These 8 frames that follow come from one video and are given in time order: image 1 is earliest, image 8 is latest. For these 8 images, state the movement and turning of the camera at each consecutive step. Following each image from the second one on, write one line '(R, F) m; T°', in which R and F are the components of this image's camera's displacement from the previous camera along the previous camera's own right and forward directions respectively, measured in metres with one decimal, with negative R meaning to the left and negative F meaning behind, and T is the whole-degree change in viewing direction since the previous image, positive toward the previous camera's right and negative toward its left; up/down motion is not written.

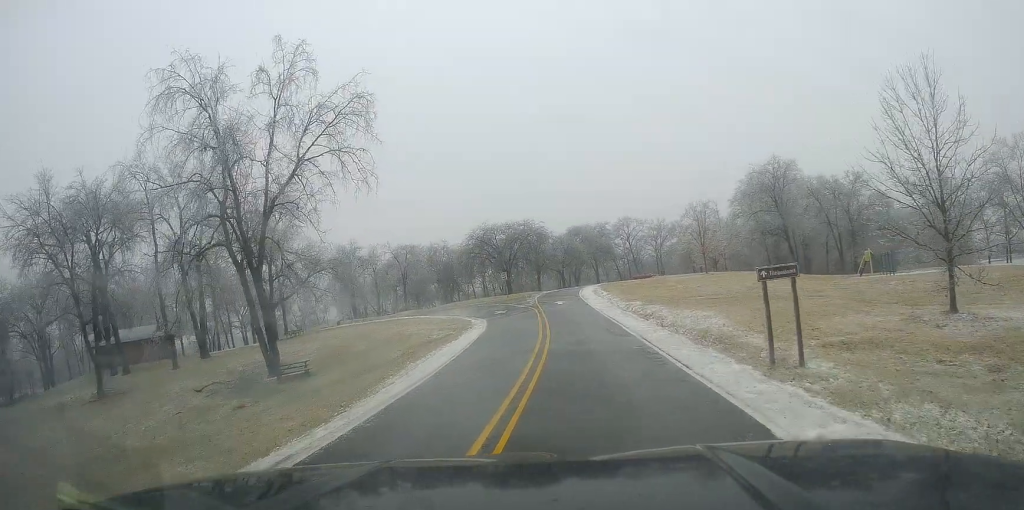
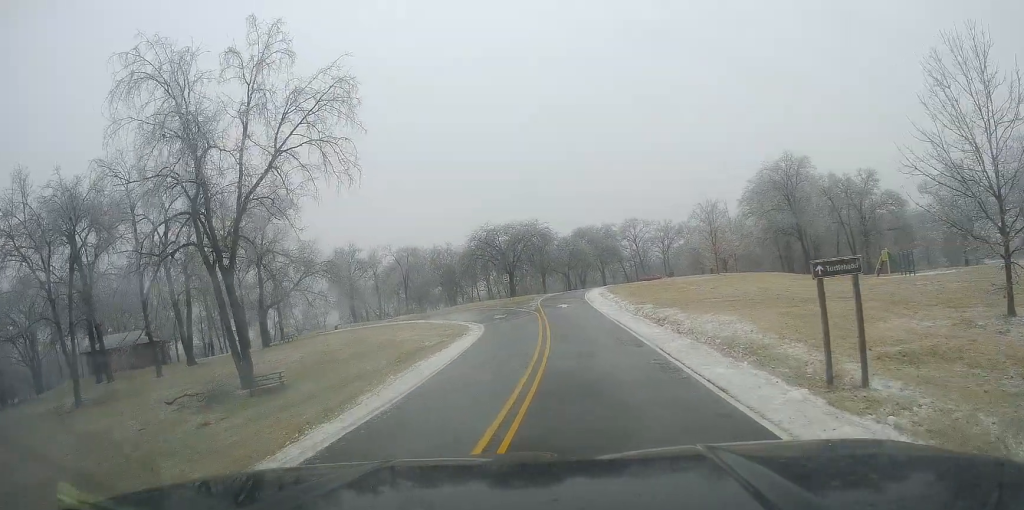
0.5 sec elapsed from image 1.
(0.0, +3.3) m; -1°
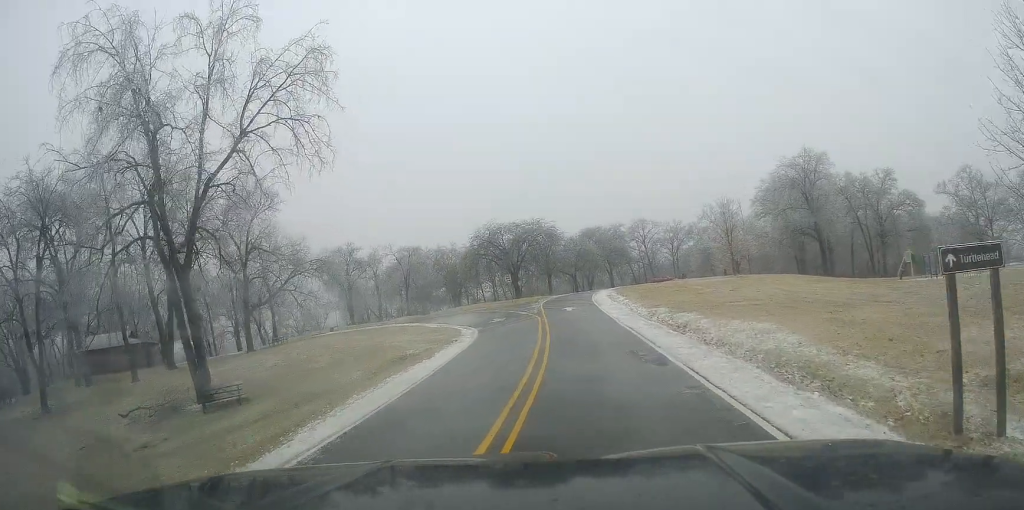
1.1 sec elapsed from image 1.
(+0.1, +4.2) m; -3°
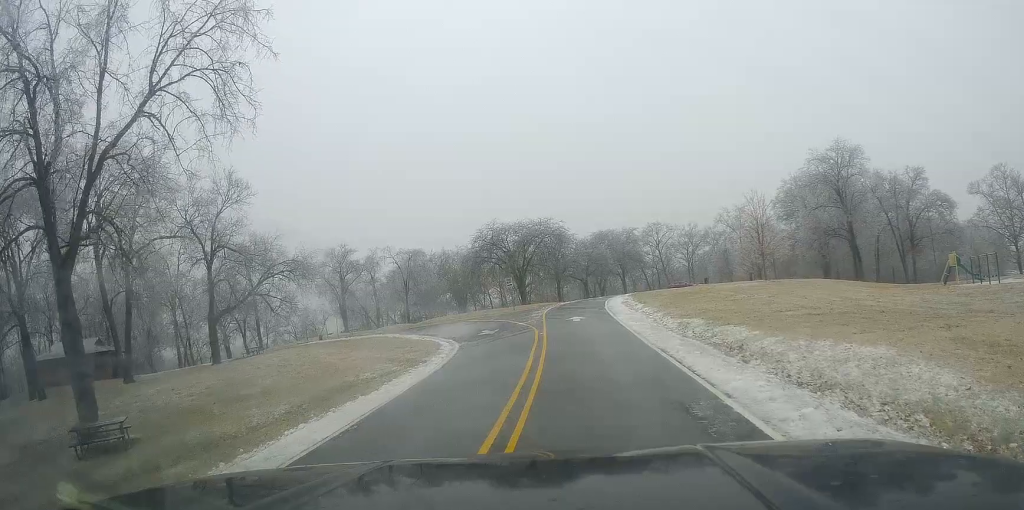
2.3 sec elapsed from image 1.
(-0.6, +7.7) m; +3°
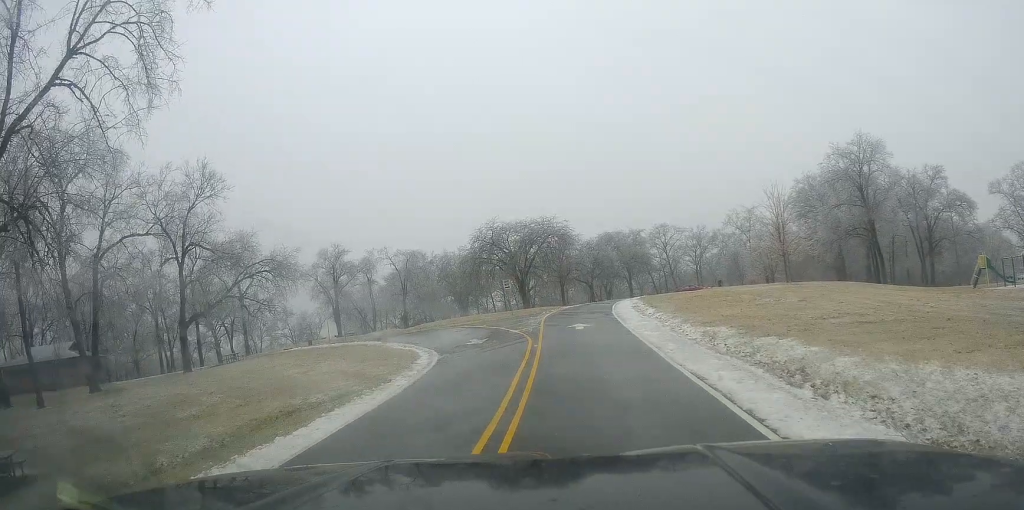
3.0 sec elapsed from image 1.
(+0.7, +4.8) m; 0°
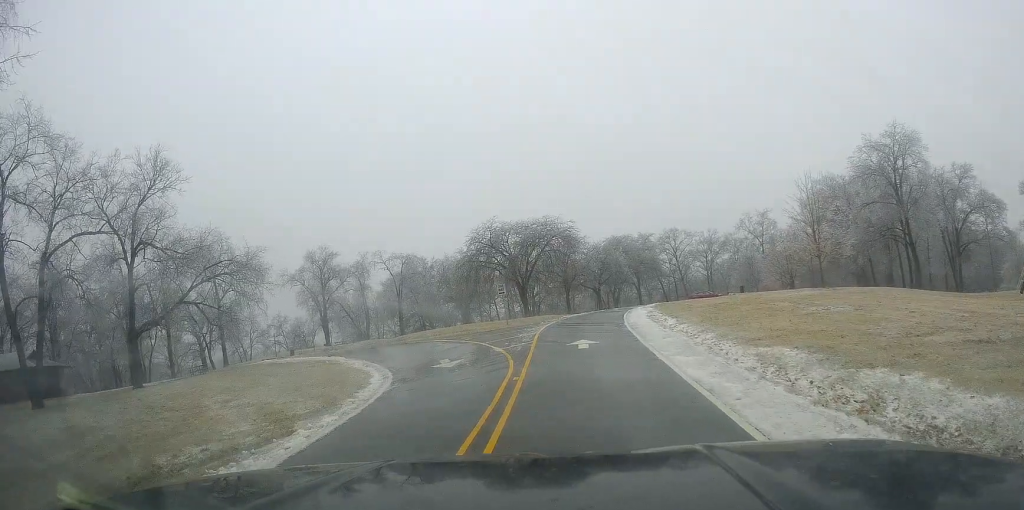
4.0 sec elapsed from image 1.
(-0.4, +7.0) m; -3°
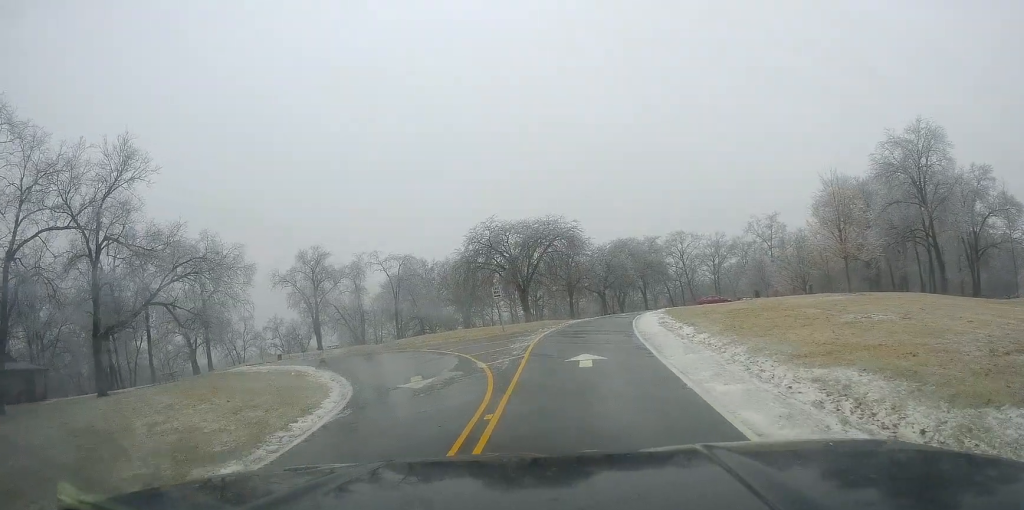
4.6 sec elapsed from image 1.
(-0.1, +4.2) m; -1°
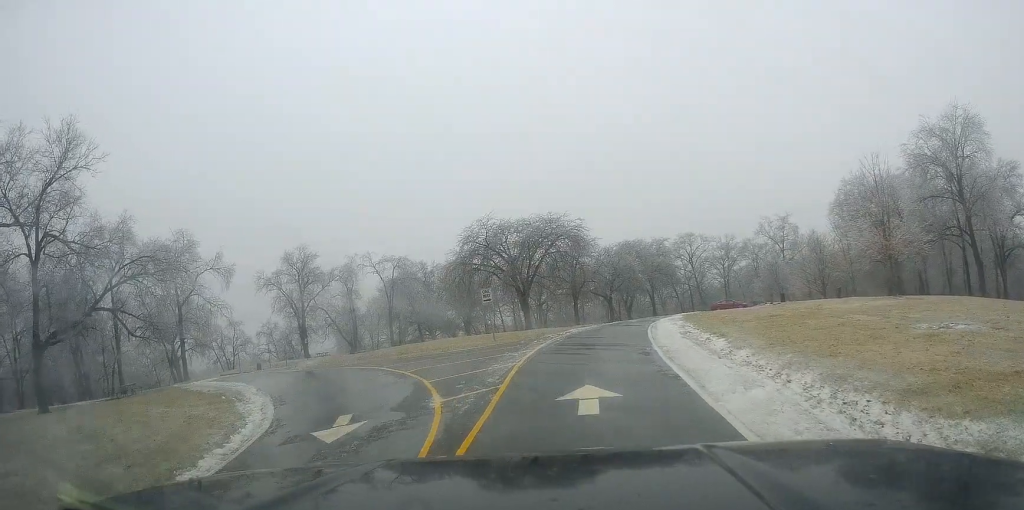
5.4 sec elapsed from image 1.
(+0.4, +5.9) m; 0°
